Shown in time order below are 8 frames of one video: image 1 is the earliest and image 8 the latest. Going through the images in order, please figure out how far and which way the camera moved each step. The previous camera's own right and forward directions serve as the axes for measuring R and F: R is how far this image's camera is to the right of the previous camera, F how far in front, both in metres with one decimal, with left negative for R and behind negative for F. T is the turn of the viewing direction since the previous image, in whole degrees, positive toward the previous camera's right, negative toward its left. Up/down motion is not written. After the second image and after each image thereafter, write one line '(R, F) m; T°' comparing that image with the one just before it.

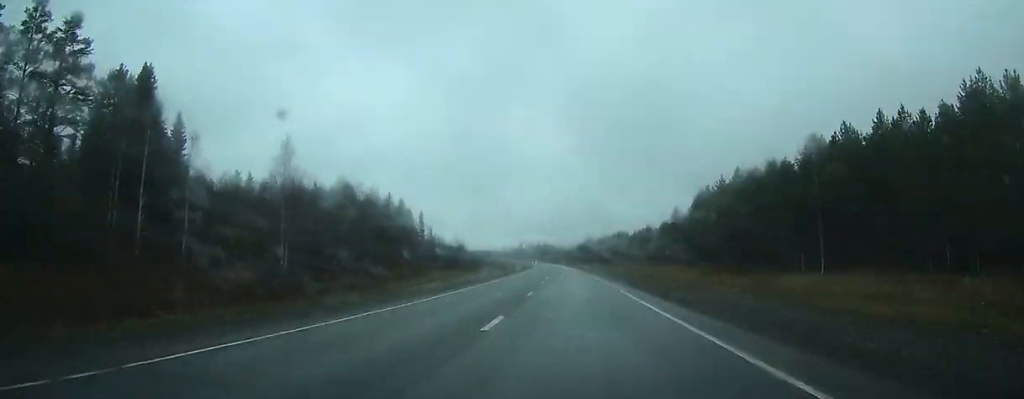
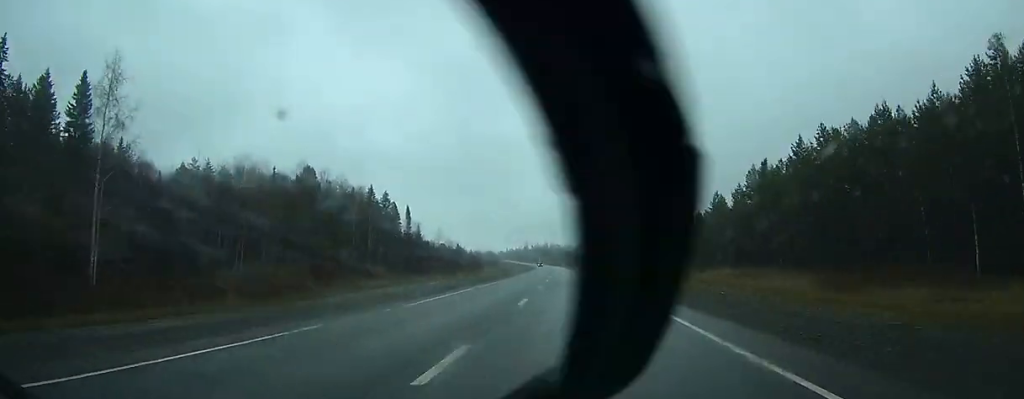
(-0.3, +29.3) m; -1°
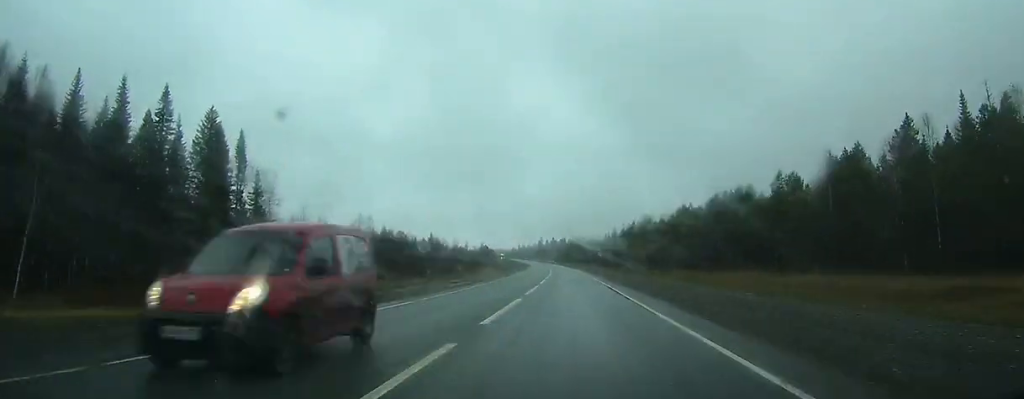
(-1.6, +115.1) m; -2°
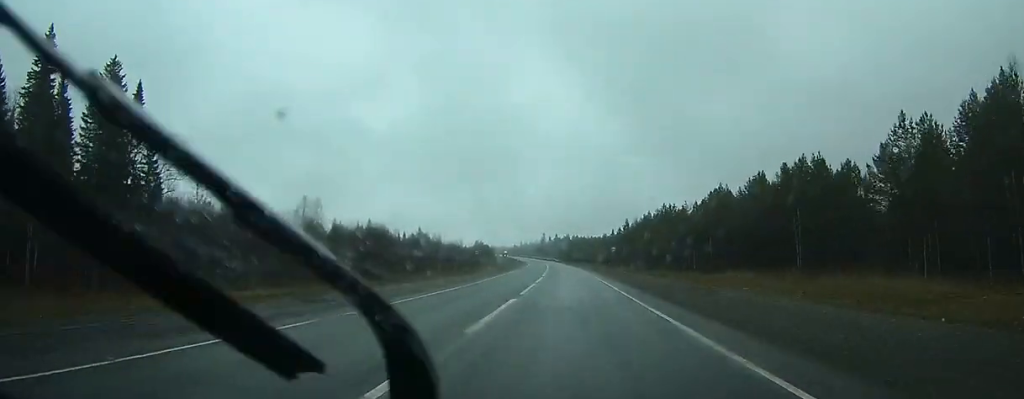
(-0.1, +26.2) m; 0°
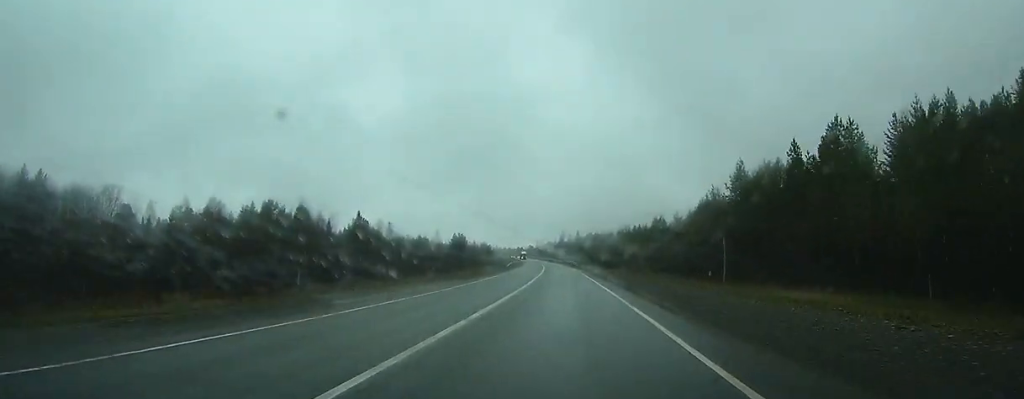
(-1.3, +85.8) m; -2°
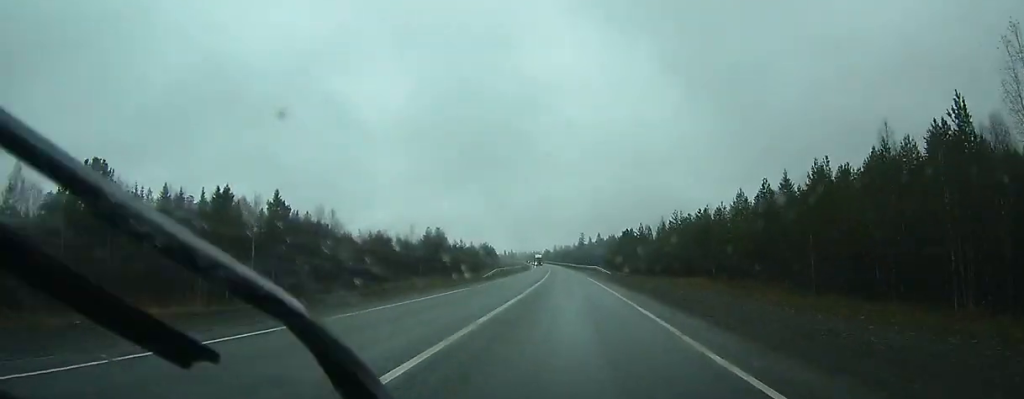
(-0.6, +50.4) m; -2°
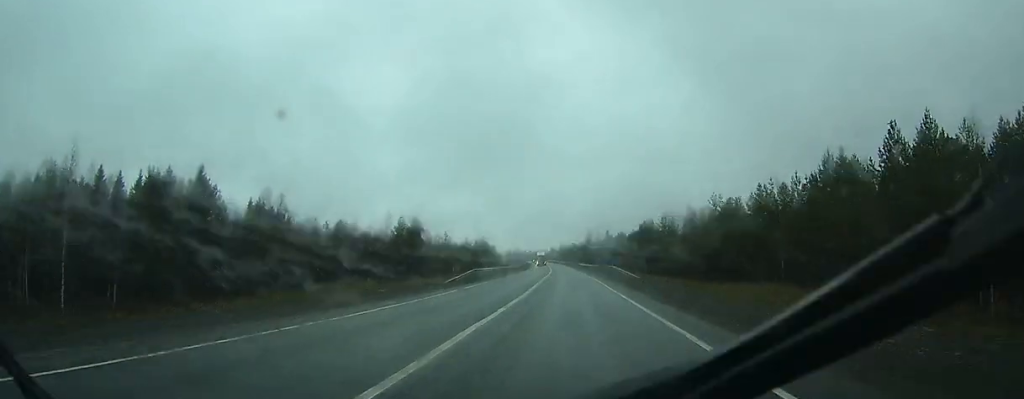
(-0.4, +23.3) m; -1°
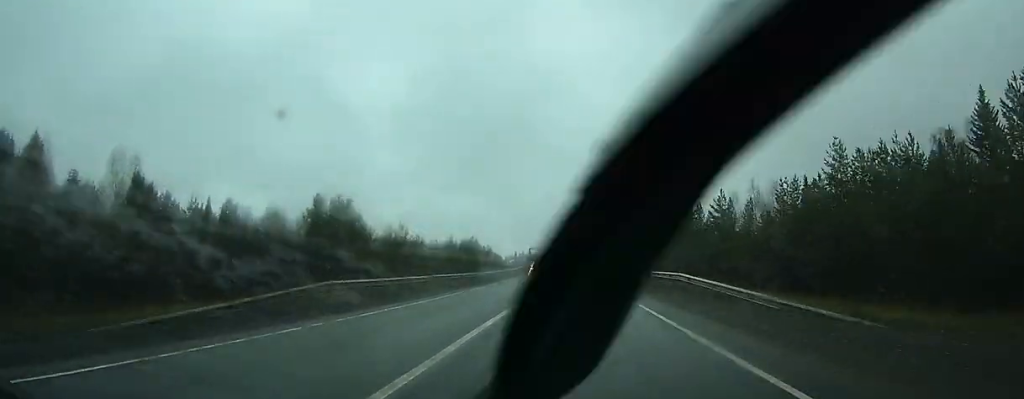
(-0.4, +34.9) m; -1°
